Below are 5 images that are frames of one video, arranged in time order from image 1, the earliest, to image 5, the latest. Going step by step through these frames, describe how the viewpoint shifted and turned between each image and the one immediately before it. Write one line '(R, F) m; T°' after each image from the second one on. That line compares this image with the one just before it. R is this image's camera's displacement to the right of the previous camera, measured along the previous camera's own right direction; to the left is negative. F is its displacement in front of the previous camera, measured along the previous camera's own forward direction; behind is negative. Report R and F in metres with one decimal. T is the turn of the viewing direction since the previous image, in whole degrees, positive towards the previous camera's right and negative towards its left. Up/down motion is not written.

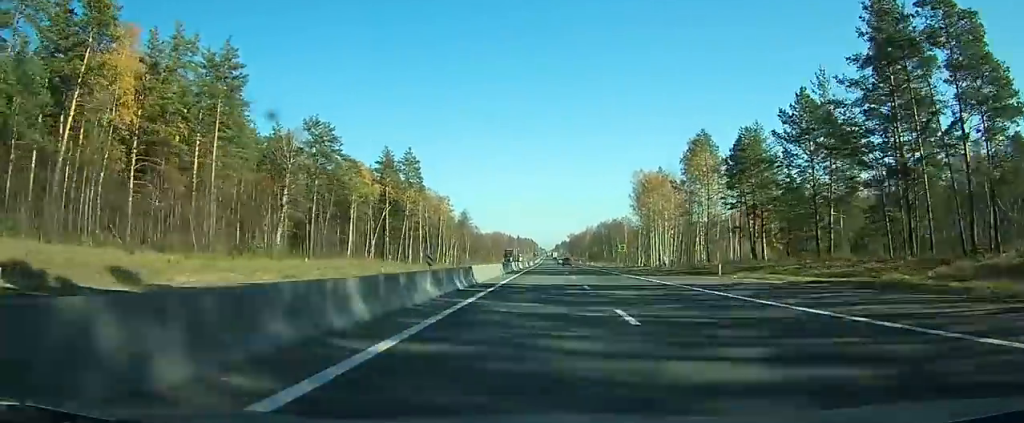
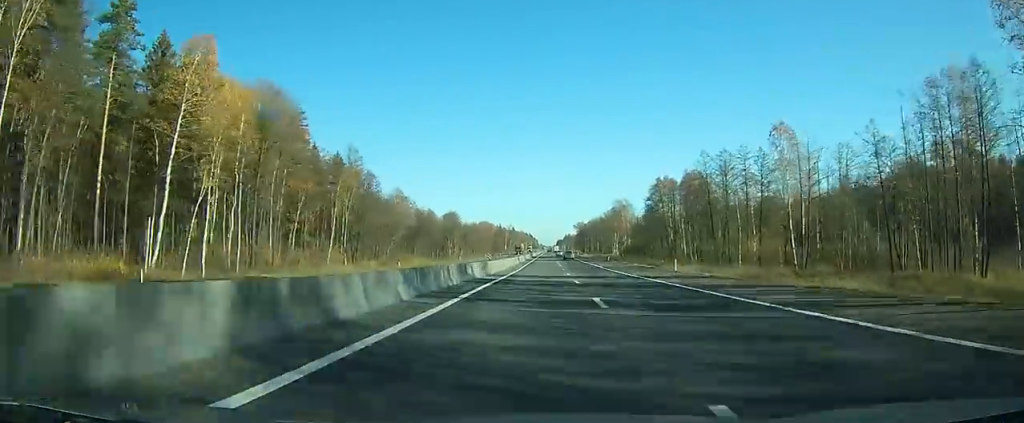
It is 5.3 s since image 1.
(+0.4, +142.3) m; 0°
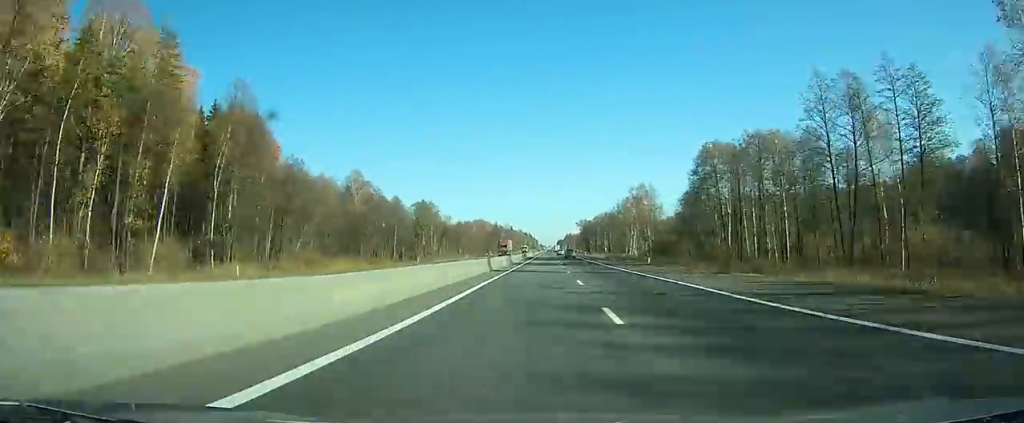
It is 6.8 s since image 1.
(0.0, +39.5) m; 0°
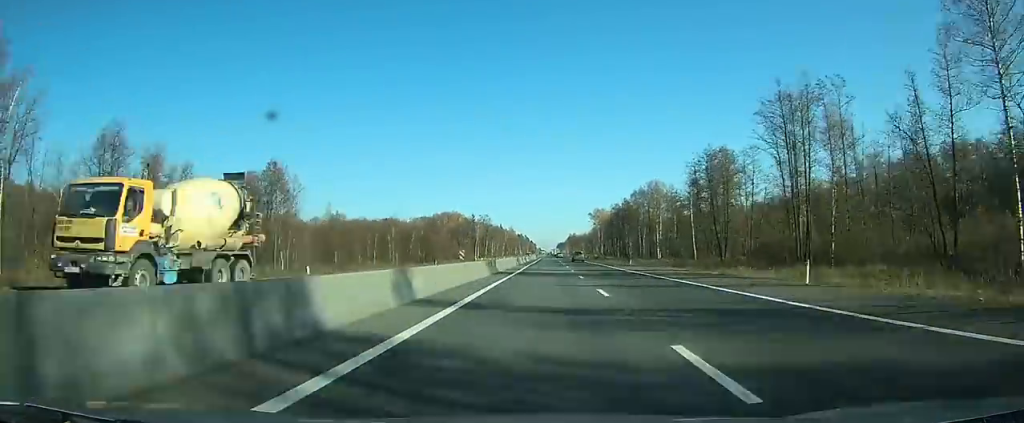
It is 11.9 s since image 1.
(-0.4, +133.0) m; 0°
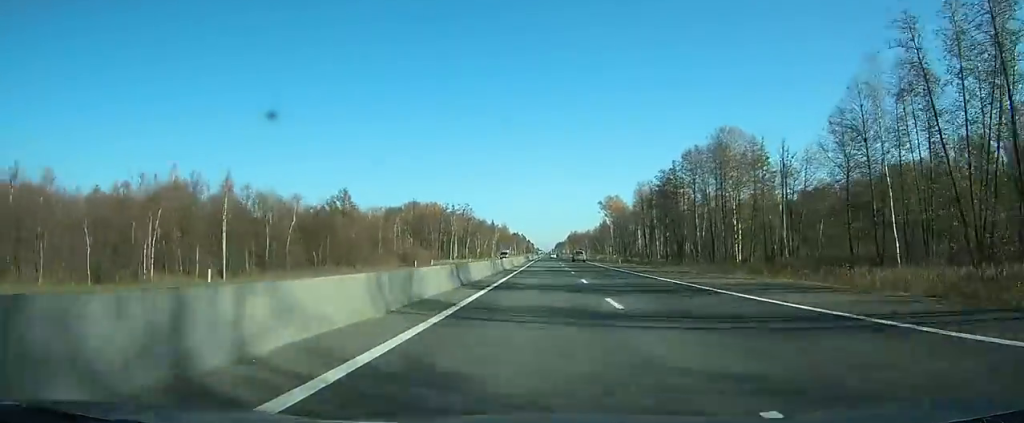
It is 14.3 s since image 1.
(0.0, +66.3) m; 0°
